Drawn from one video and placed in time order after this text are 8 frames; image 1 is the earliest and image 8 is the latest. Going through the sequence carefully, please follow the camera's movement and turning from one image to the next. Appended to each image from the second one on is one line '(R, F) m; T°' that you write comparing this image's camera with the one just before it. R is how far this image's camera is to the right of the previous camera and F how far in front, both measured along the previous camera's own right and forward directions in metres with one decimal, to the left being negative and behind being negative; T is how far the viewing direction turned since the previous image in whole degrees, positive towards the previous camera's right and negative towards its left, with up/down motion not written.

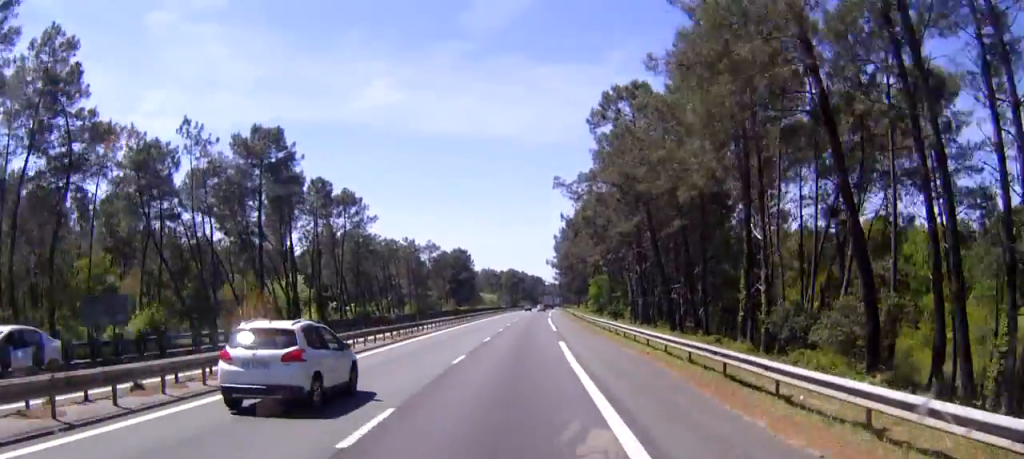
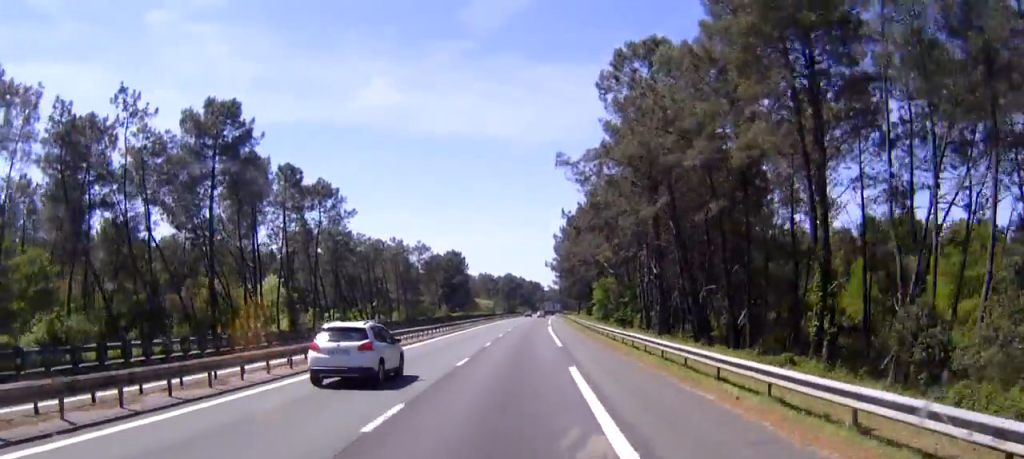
(0.0, +11.9) m; 0°
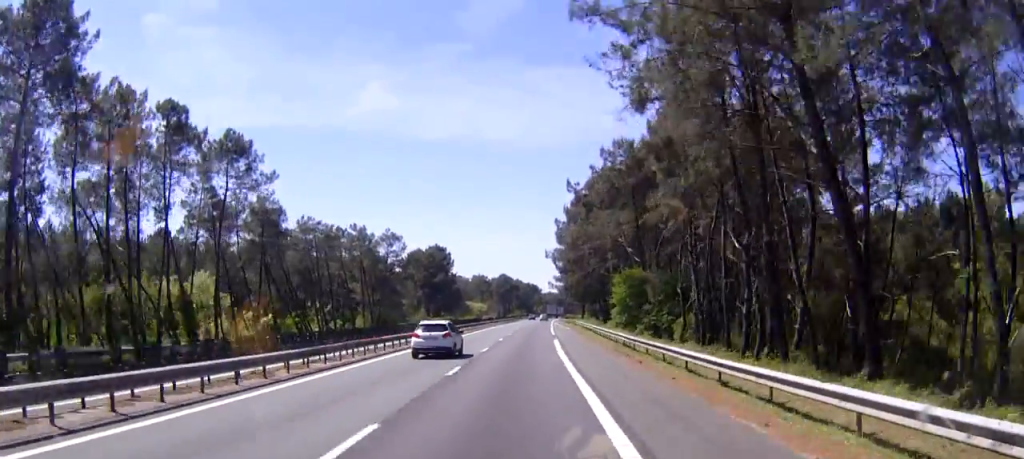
(0.0, +28.6) m; 0°
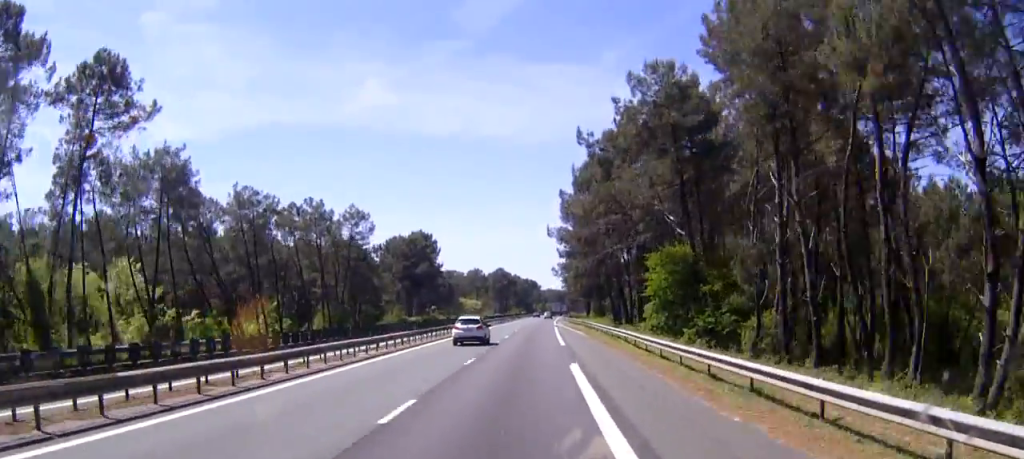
(+0.1, +22.7) m; 0°
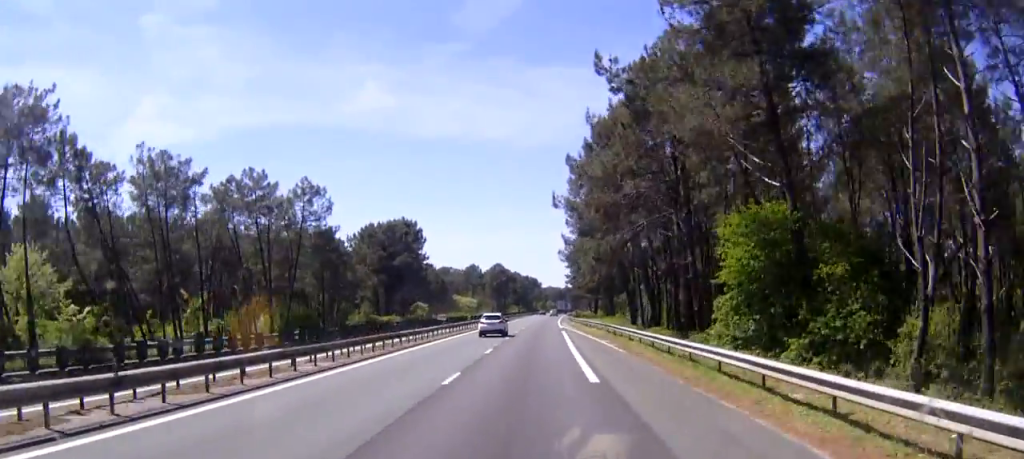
(+0.1, +20.1) m; 0°
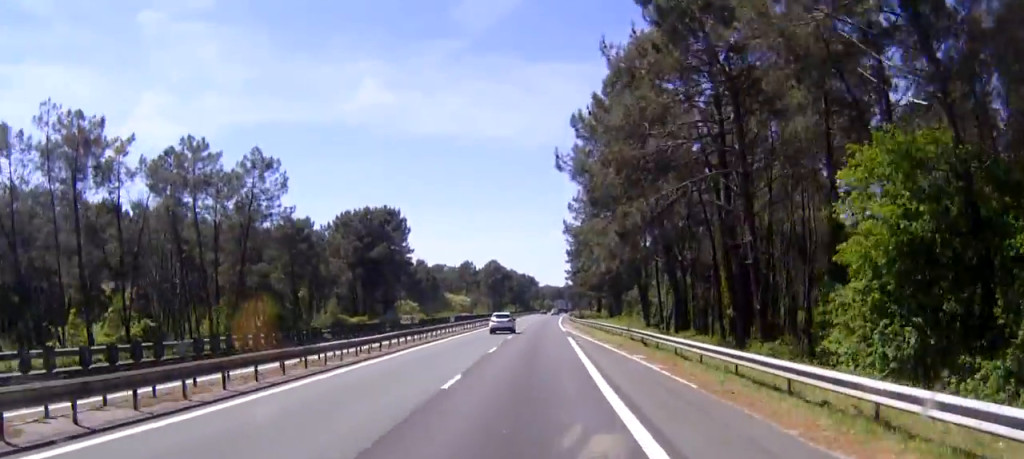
(0.0, +13.4) m; 0°
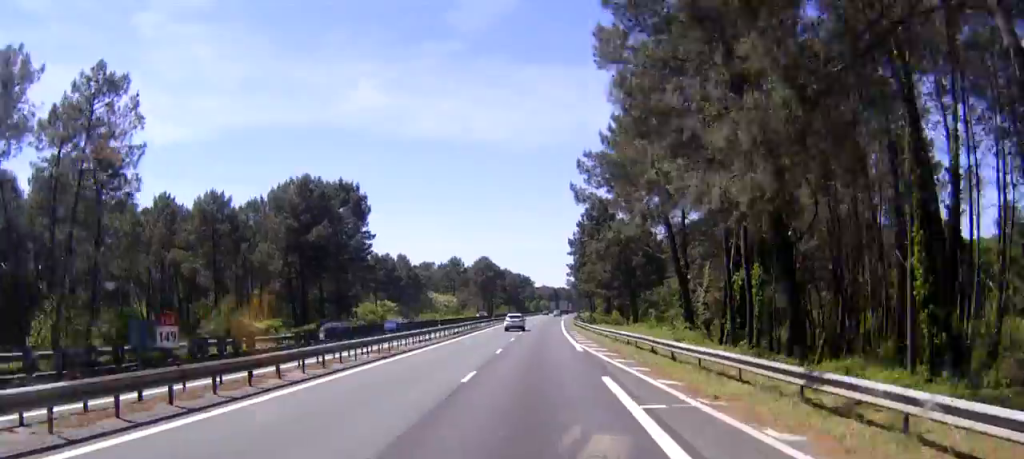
(0.0, +25.0) m; 0°
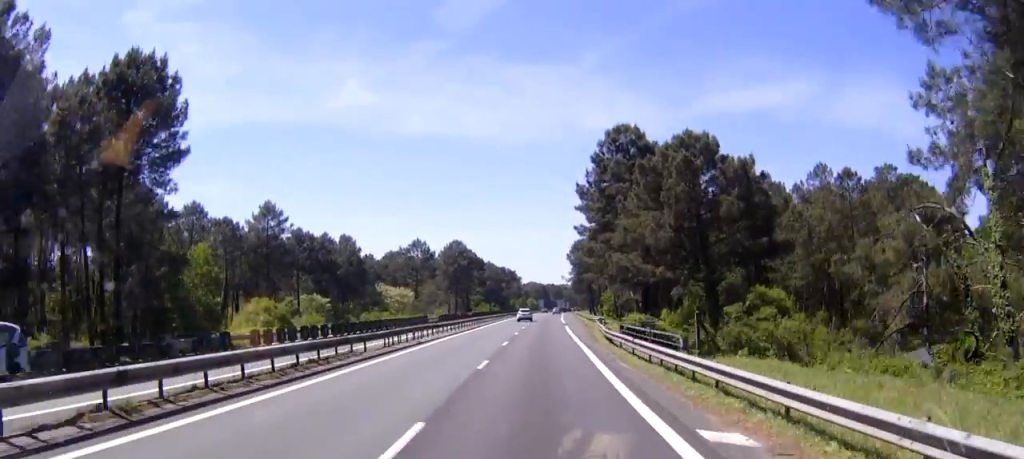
(0.0, +49.1) m; 0°
